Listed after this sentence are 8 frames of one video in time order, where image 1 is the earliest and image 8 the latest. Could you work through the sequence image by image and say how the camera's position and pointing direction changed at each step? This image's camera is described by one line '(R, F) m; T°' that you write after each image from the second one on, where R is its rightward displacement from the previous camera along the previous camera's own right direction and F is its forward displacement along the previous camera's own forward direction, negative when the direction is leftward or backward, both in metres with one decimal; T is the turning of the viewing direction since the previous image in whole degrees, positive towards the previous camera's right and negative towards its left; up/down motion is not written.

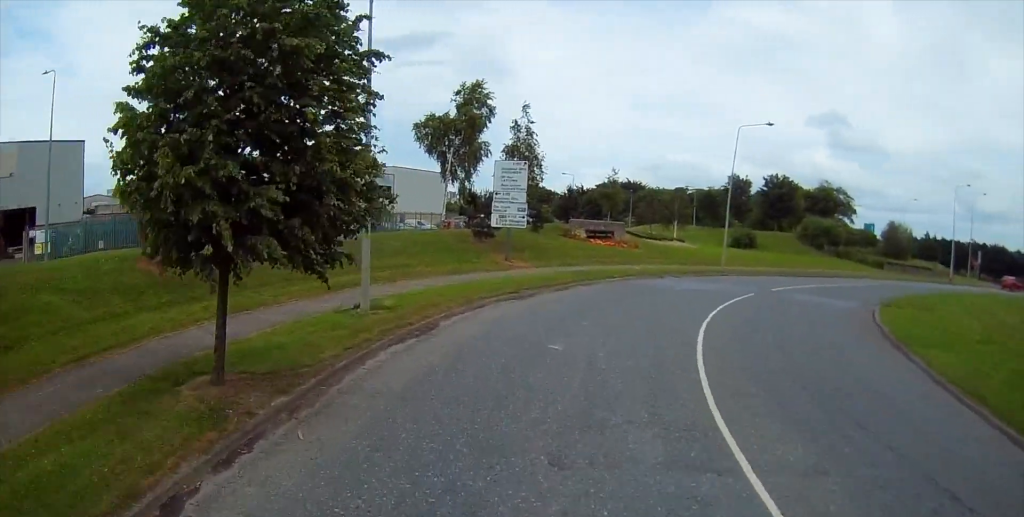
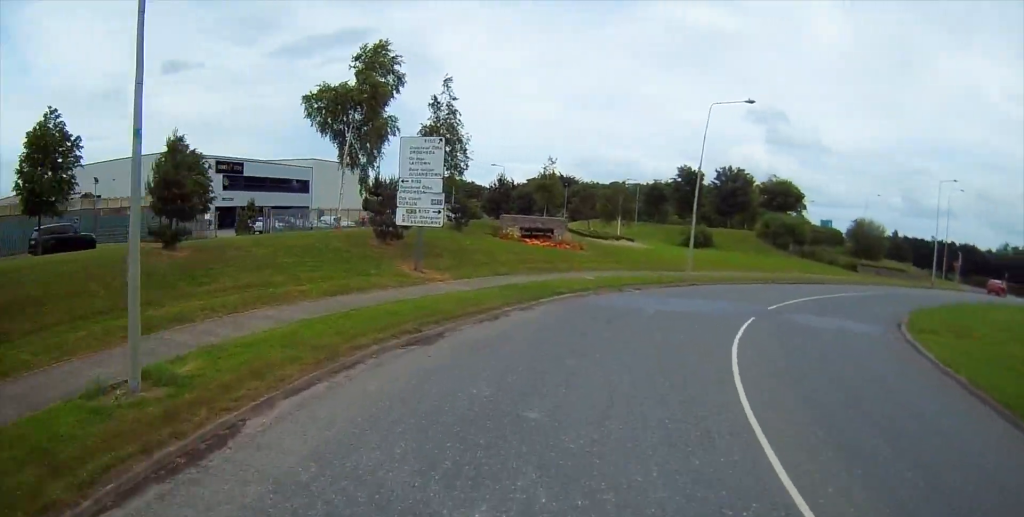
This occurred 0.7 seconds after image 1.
(+0.2, +8.2) m; +3°
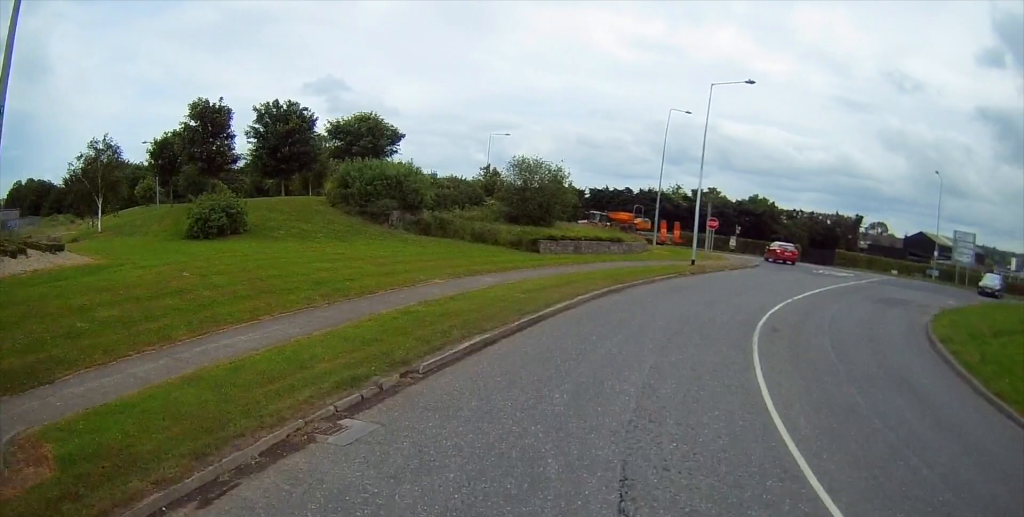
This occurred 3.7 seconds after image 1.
(+8.2, +29.4) m; +35°
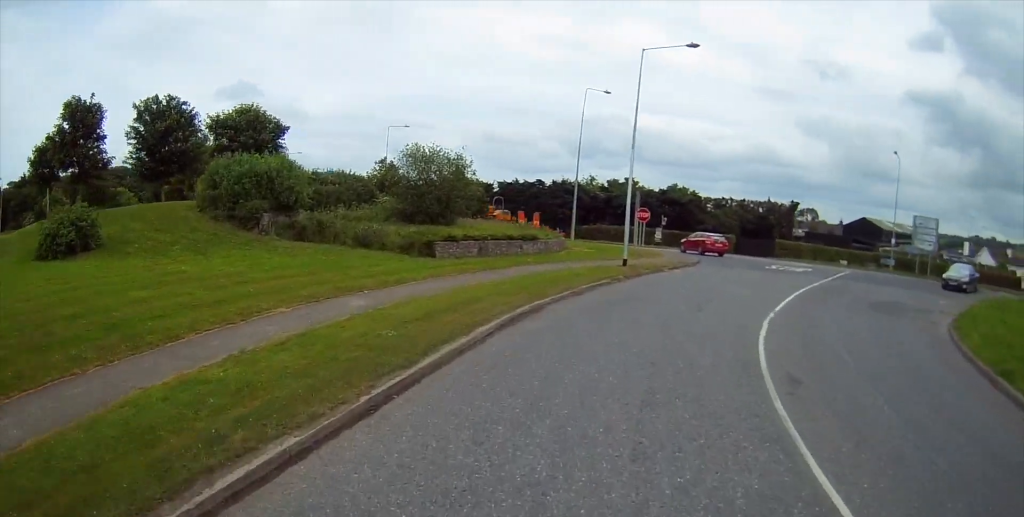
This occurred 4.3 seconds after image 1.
(-0.1, +6.3) m; +8°
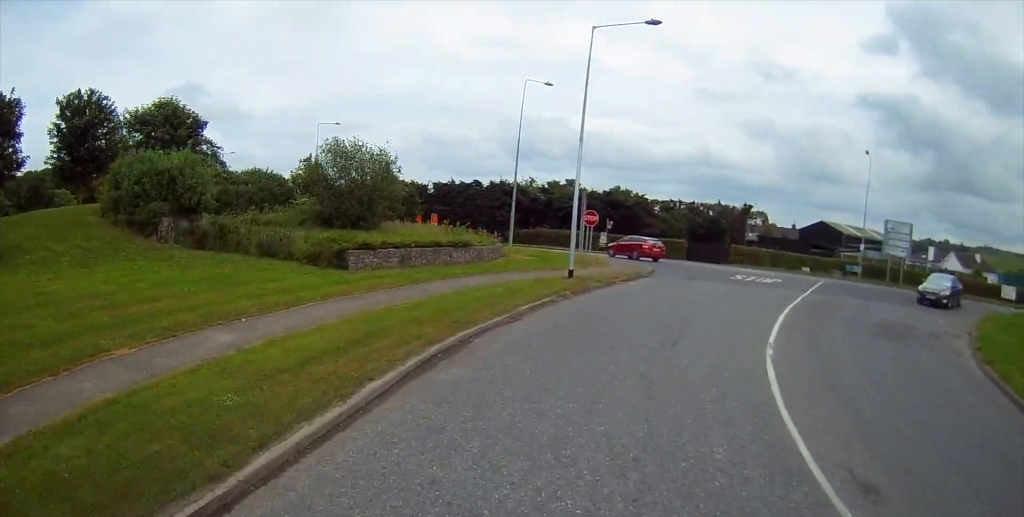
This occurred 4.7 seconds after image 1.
(+0.7, +4.2) m; +7°
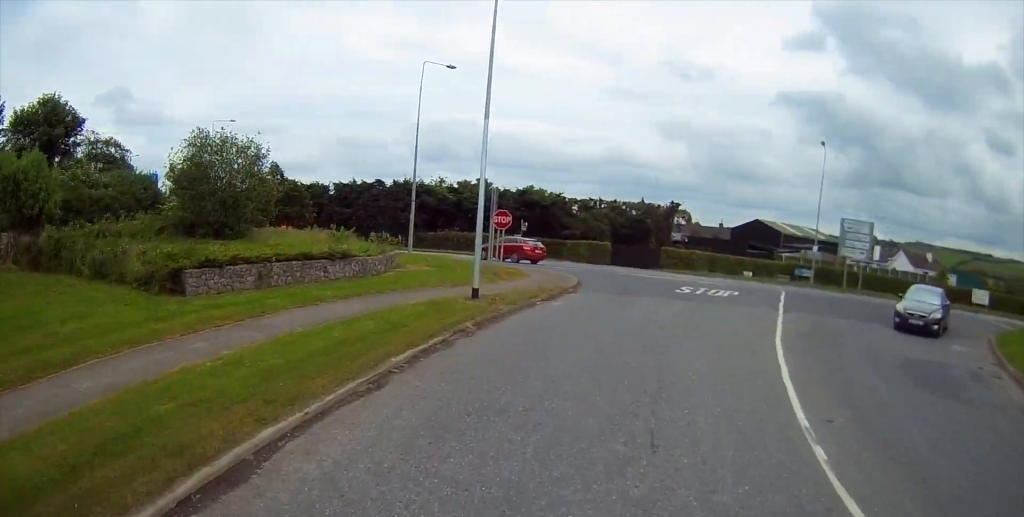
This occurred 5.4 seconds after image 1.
(+0.4, +6.2) m; +10°
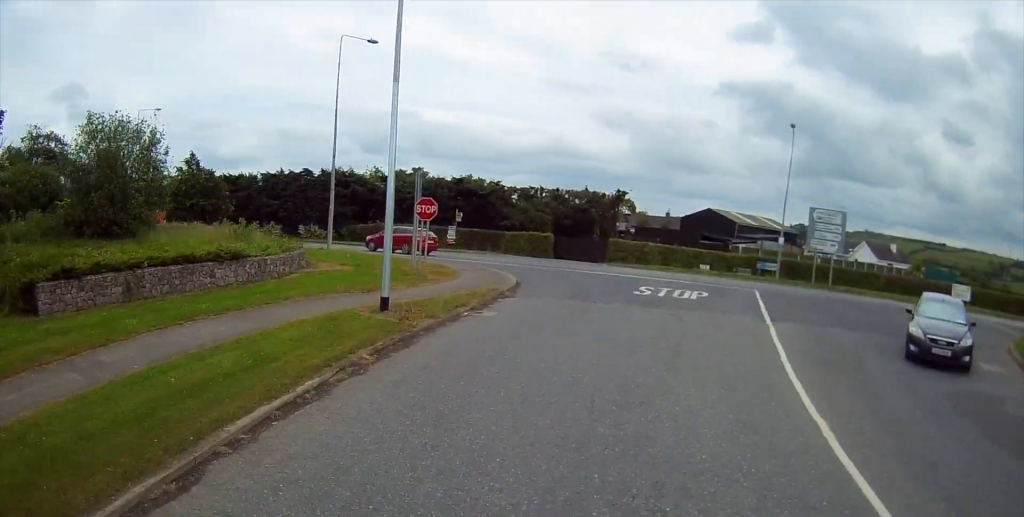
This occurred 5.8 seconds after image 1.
(+0.4, +4.4) m; +5°
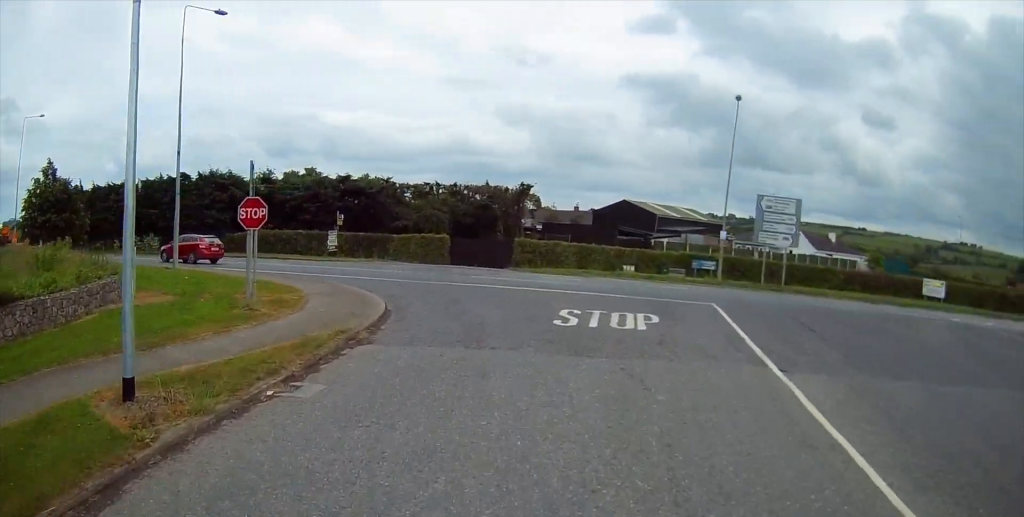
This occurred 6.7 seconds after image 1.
(+0.6, +7.5) m; +7°
